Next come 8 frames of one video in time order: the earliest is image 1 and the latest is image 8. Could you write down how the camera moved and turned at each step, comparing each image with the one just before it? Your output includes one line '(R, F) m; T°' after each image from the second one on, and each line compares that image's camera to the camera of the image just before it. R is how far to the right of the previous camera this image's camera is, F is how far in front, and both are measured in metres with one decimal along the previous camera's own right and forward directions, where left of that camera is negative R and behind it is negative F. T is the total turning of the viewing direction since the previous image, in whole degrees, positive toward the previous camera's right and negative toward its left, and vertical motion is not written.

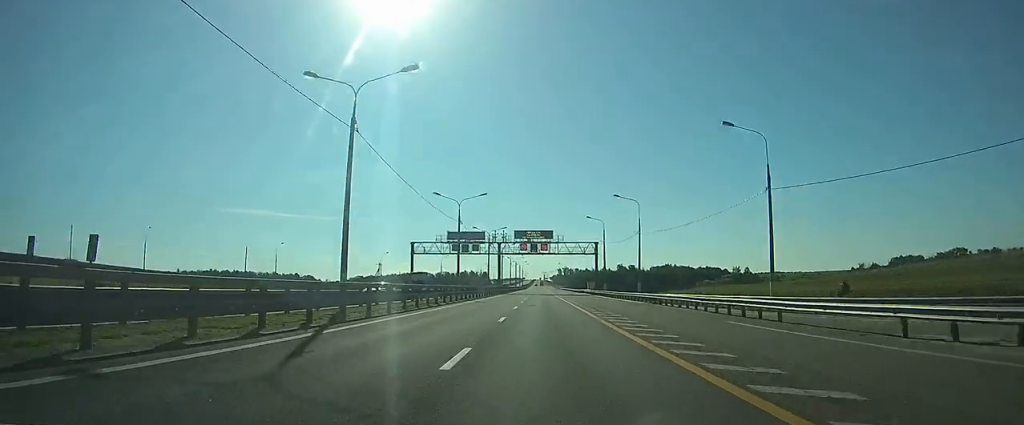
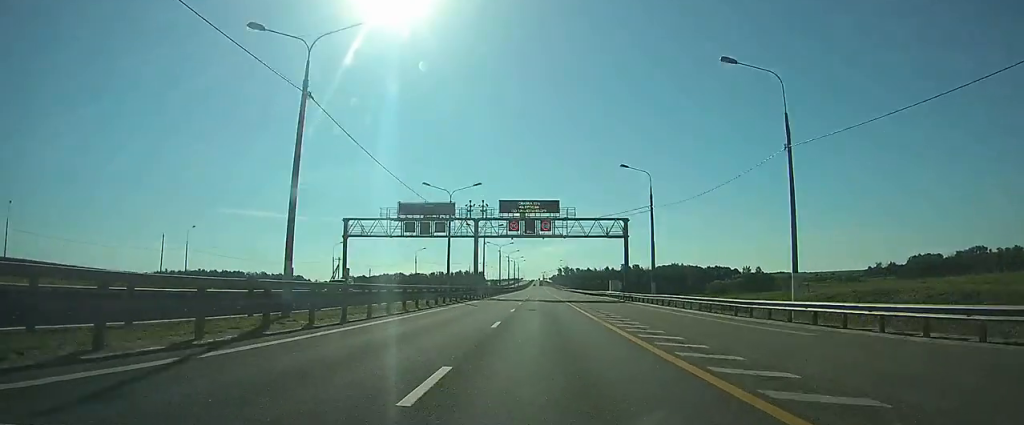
(+0.1, +38.1) m; 0°
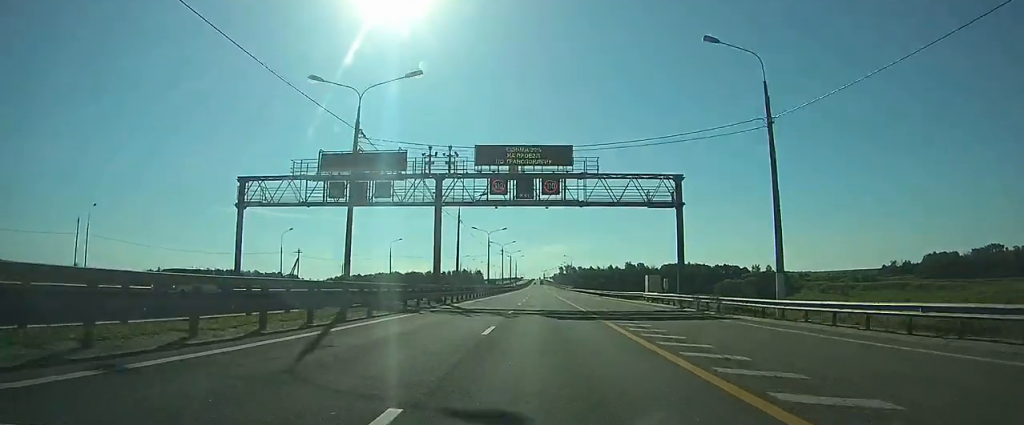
(0.0, +26.8) m; 0°
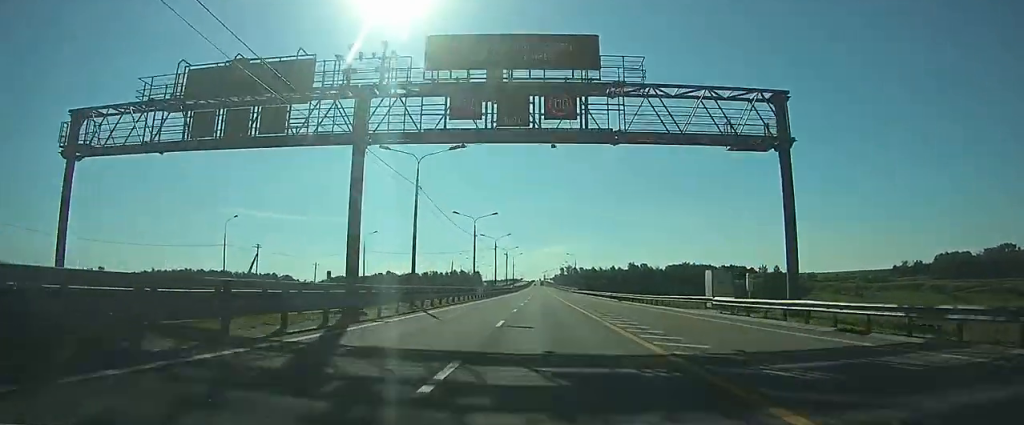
(0.0, +19.6) m; 0°
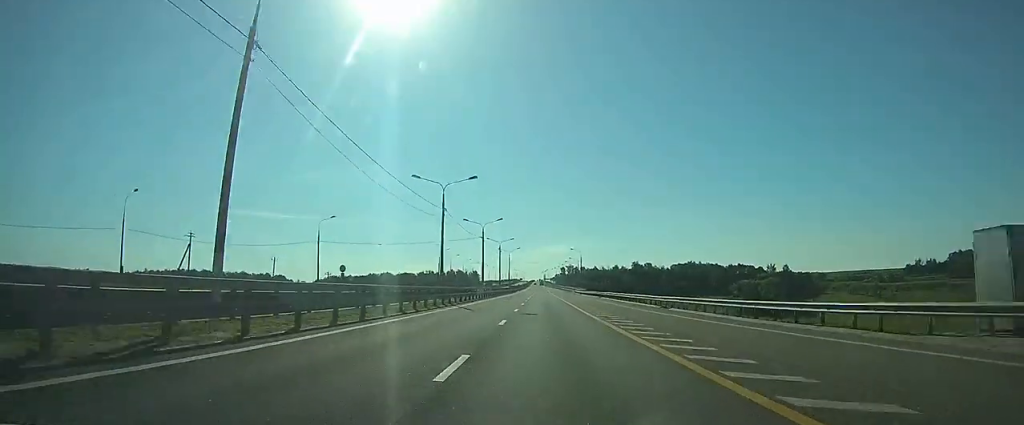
(0.0, +22.7) m; 0°
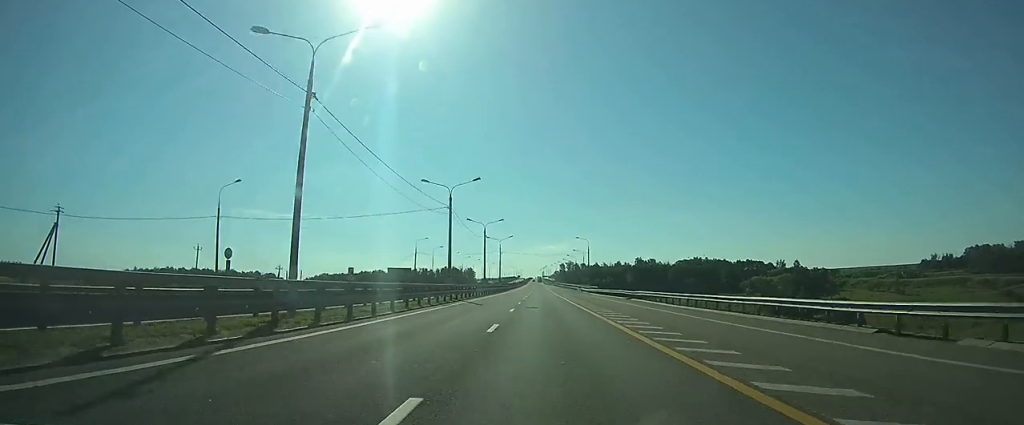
(+0.1, +27.9) m; 0°
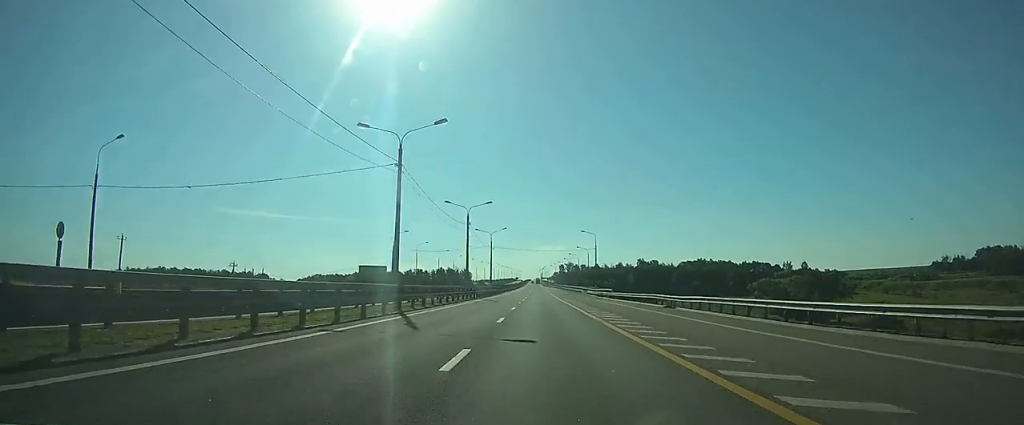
(0.0, +18.6) m; 0°
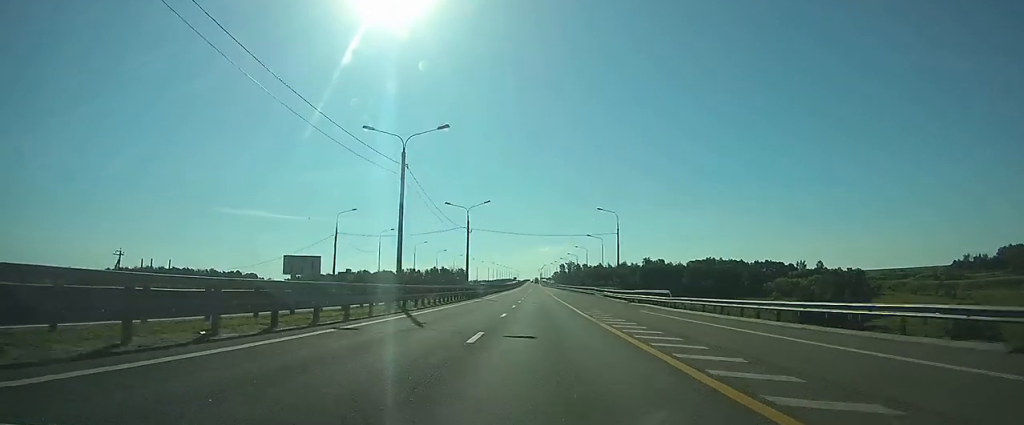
(+0.1, +31.1) m; 0°
